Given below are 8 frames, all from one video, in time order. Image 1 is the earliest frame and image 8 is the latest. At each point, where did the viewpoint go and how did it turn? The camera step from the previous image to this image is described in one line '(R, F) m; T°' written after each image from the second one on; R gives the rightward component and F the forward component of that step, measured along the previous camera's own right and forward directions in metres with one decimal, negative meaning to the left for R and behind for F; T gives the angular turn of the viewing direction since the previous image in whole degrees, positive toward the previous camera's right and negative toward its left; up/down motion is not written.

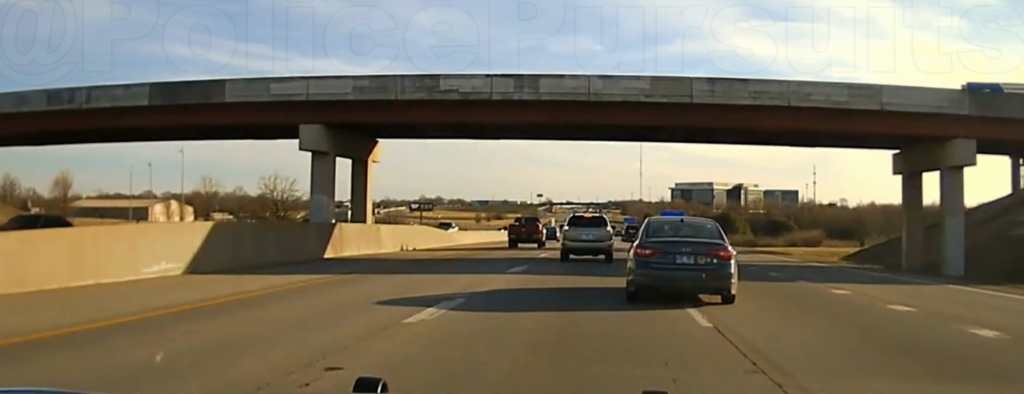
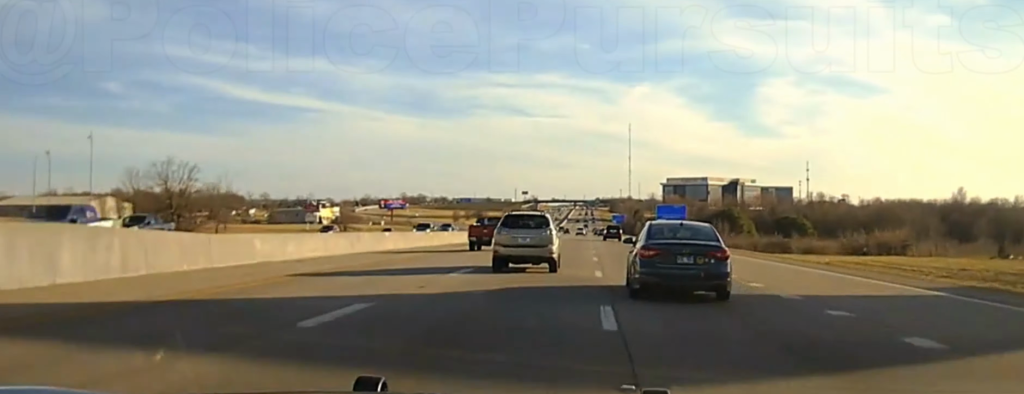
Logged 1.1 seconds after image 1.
(+0.4, +41.8) m; +1°
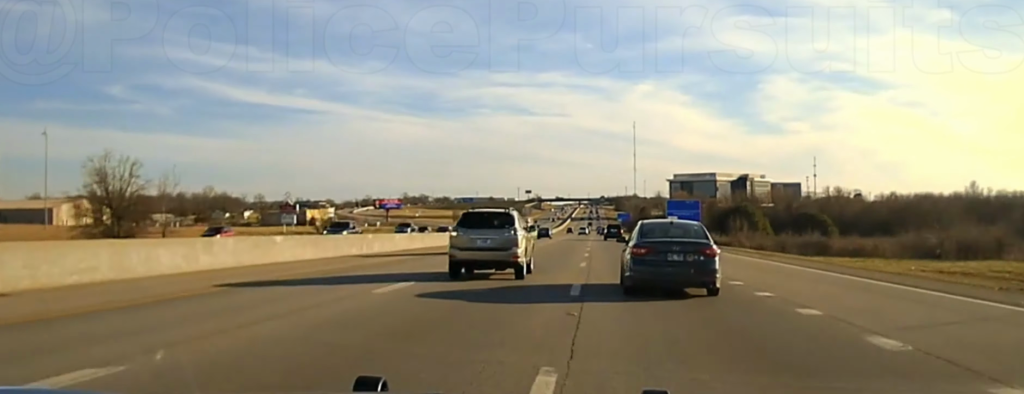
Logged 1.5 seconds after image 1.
(+0.1, +21.4) m; 0°
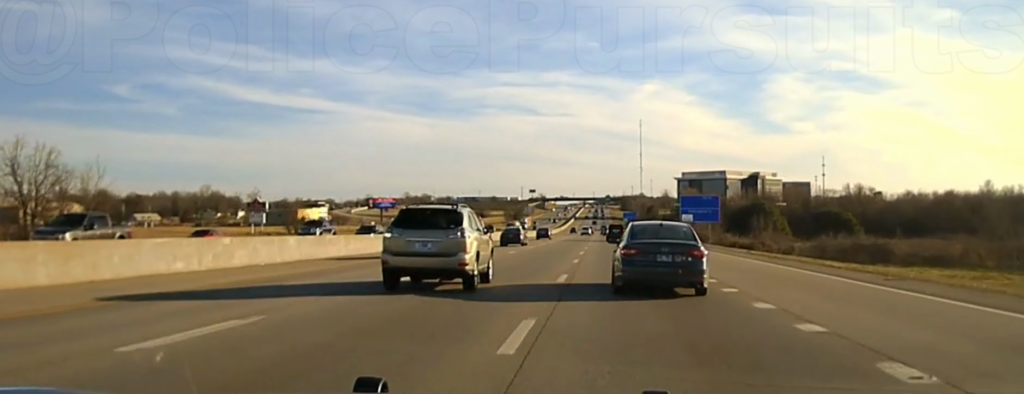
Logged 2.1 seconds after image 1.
(0.0, +25.8) m; 0°
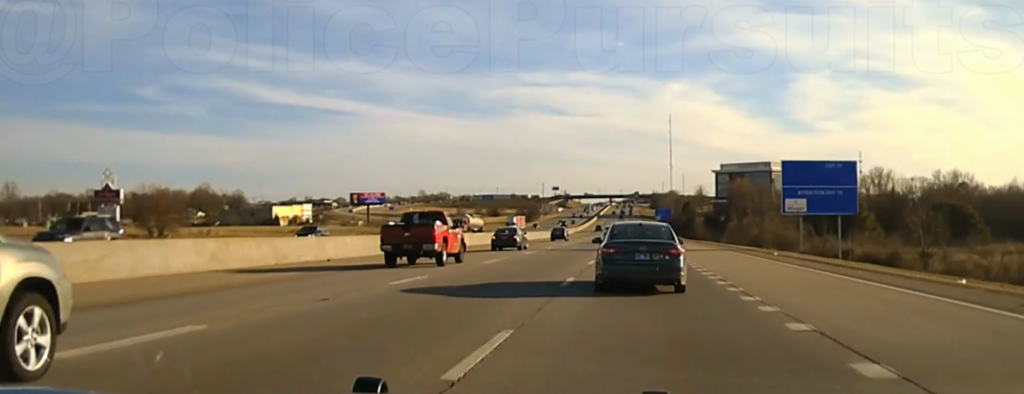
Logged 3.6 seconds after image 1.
(-0.6, +66.0) m; -2°
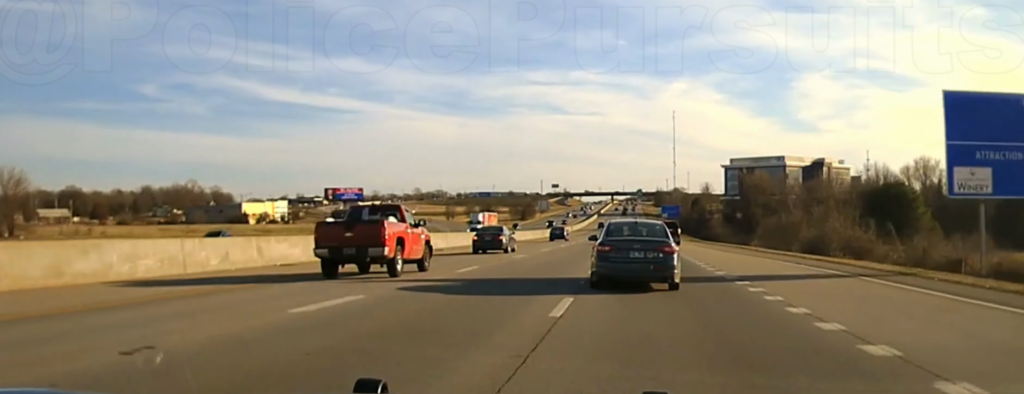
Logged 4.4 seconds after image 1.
(-0.3, +28.5) m; -1°
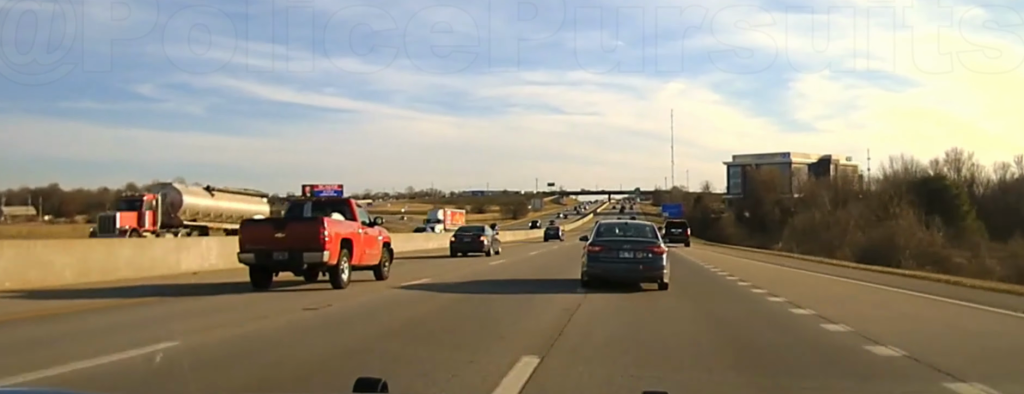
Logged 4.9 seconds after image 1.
(-0.2, +16.3) m; 0°
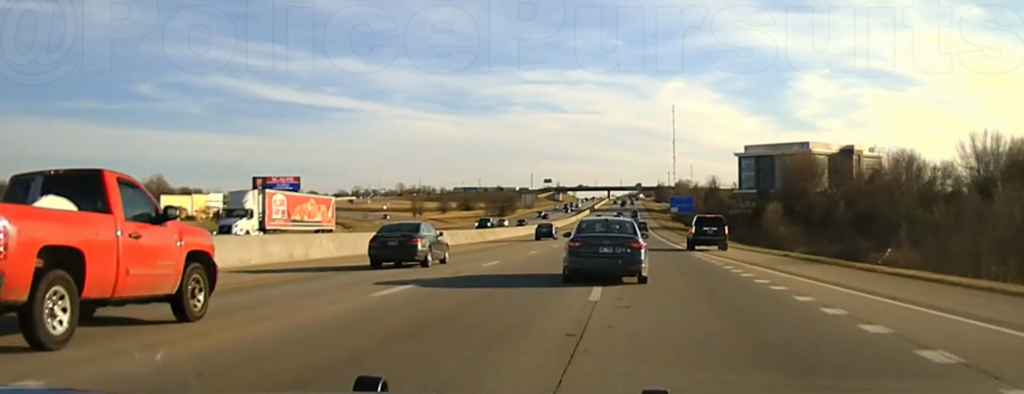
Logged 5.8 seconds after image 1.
(+0.1, +28.7) m; 0°
